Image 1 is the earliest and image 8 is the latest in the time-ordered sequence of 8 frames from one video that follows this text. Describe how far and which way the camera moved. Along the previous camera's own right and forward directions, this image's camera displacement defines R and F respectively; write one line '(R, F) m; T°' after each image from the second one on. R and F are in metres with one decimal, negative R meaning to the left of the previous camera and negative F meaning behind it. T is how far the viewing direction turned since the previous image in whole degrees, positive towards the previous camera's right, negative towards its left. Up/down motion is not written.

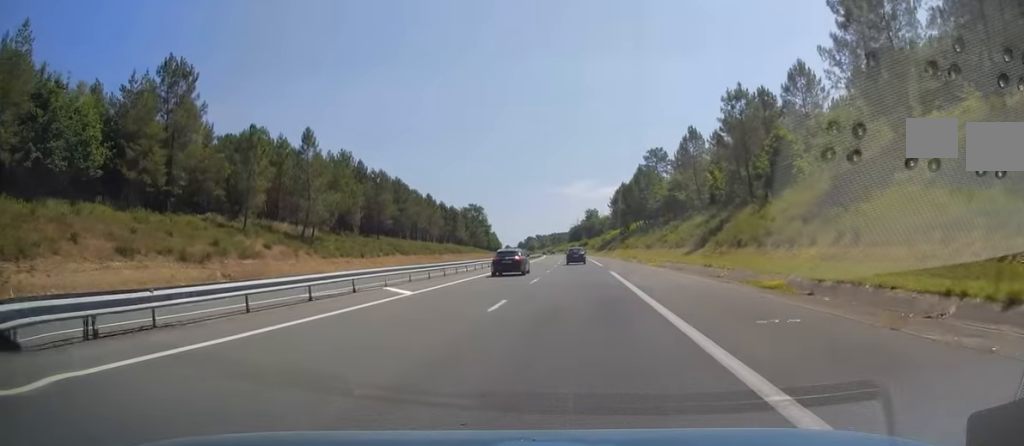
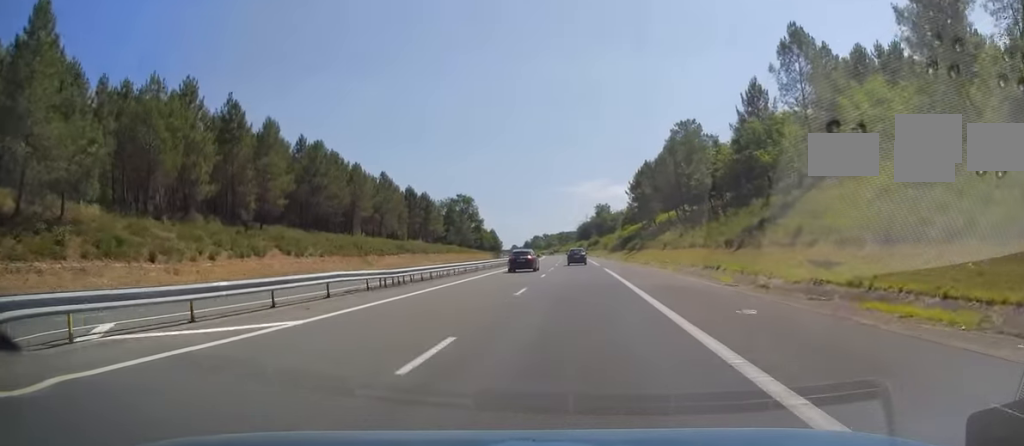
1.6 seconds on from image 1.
(0.0, +46.4) m; -1°
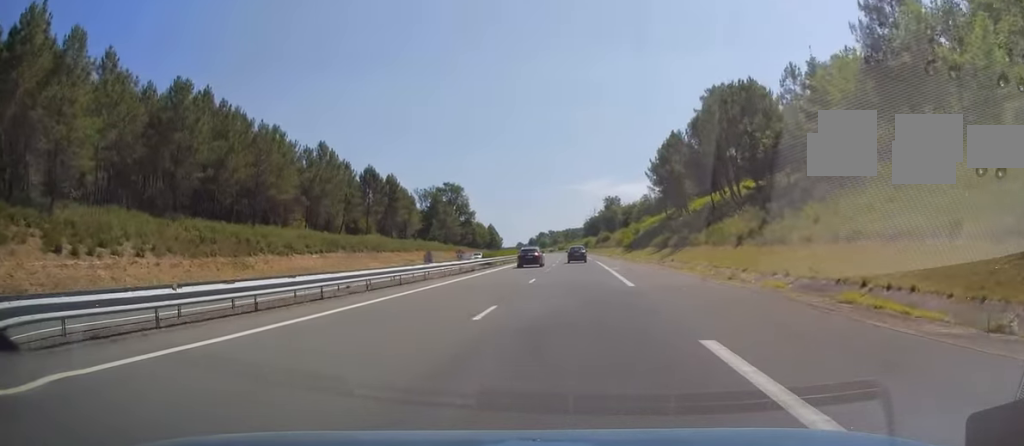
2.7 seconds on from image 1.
(0.0, +33.8) m; -1°
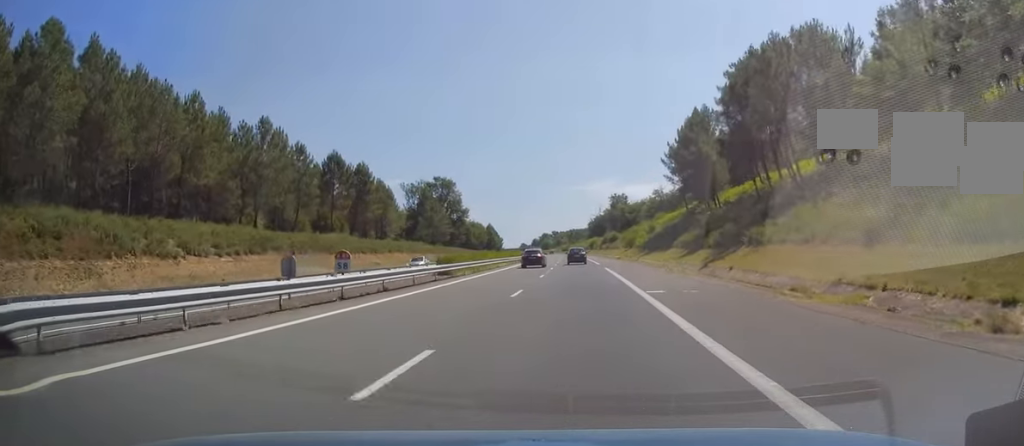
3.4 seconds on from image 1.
(-0.3, +19.6) m; -1°
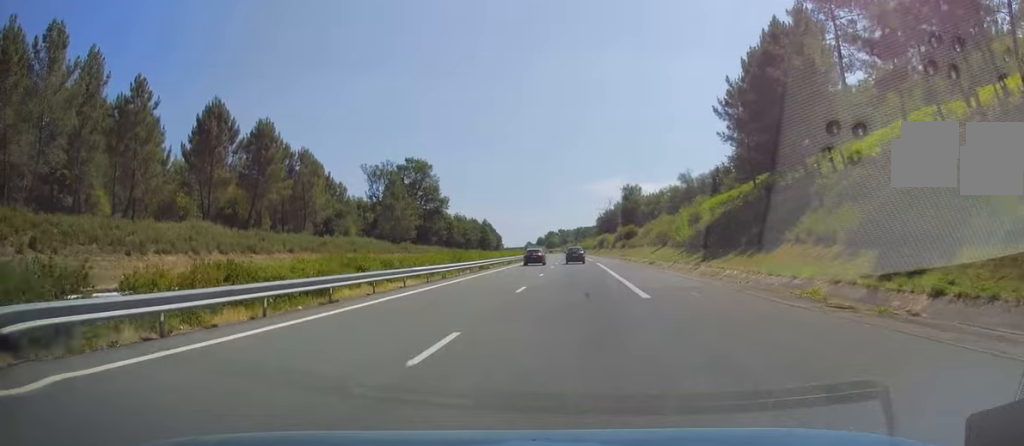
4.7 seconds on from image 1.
(-0.2, +37.2) m; 0°
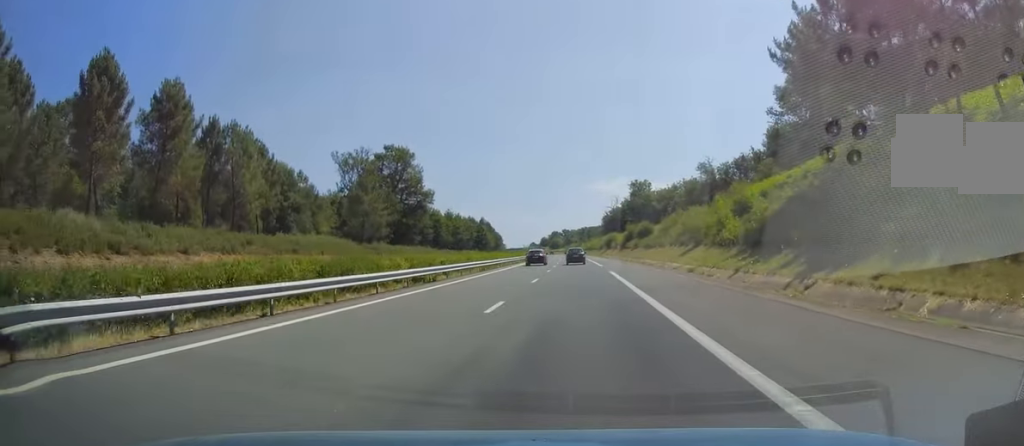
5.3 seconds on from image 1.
(0.0, +19.5) m; 0°
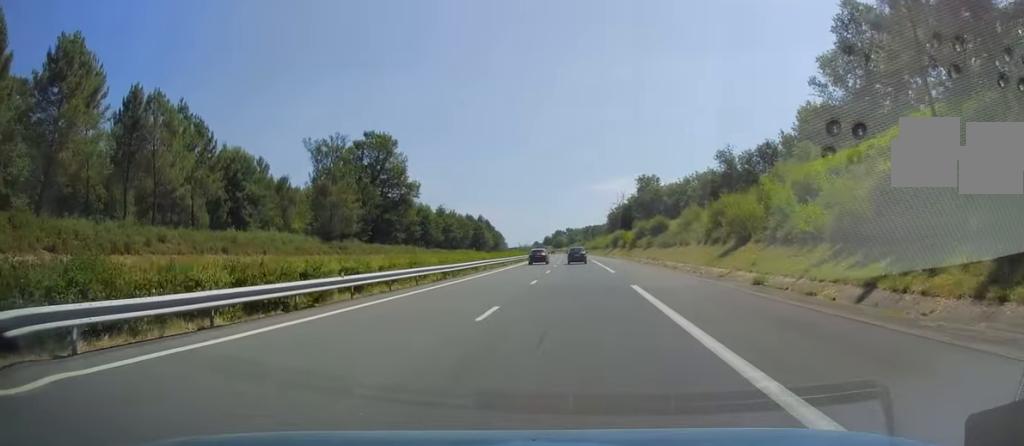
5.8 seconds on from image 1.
(0.0, +14.7) m; 0°
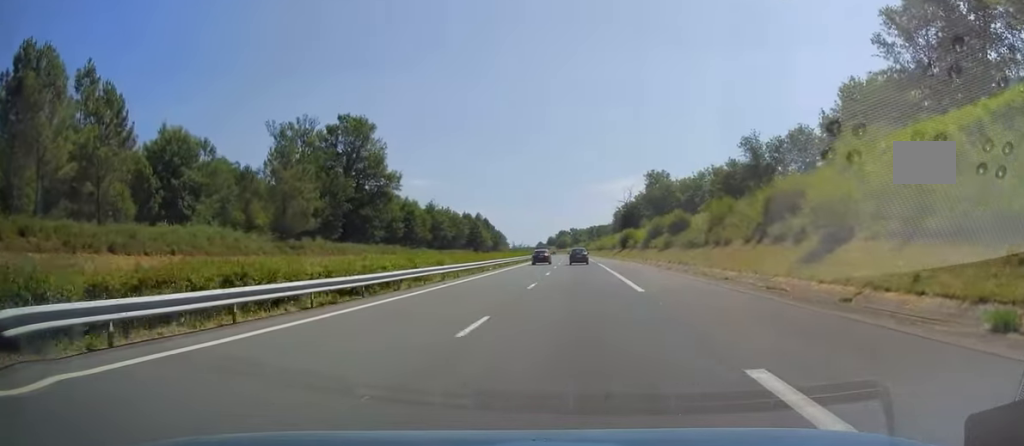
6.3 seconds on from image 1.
(0.0, +15.2) m; -1°
